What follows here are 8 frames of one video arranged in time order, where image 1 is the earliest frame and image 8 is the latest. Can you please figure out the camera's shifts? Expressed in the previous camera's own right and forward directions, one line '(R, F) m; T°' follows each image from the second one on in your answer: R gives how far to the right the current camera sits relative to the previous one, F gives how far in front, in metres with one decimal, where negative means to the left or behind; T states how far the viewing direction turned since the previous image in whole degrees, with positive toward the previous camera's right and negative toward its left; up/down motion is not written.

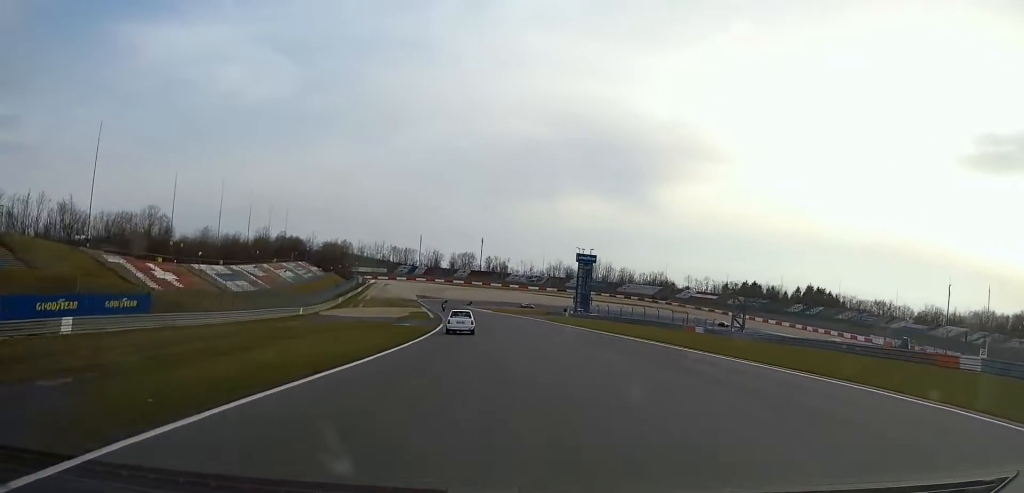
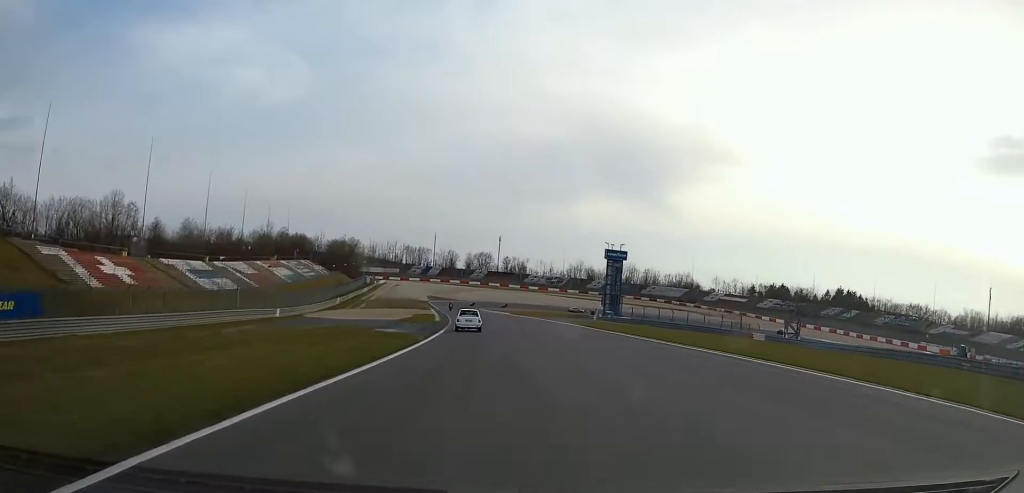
(-0.3, +15.8) m; -1°
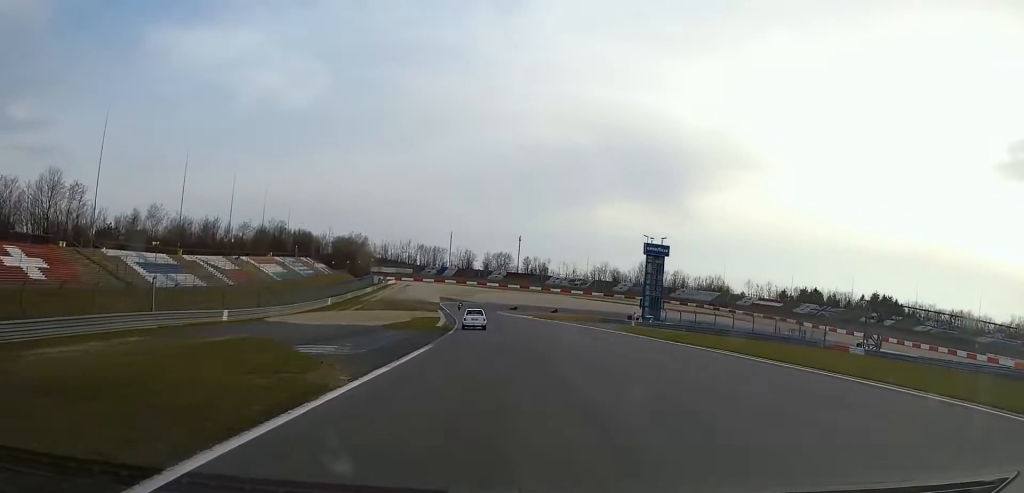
(-0.3, +18.7) m; -2°
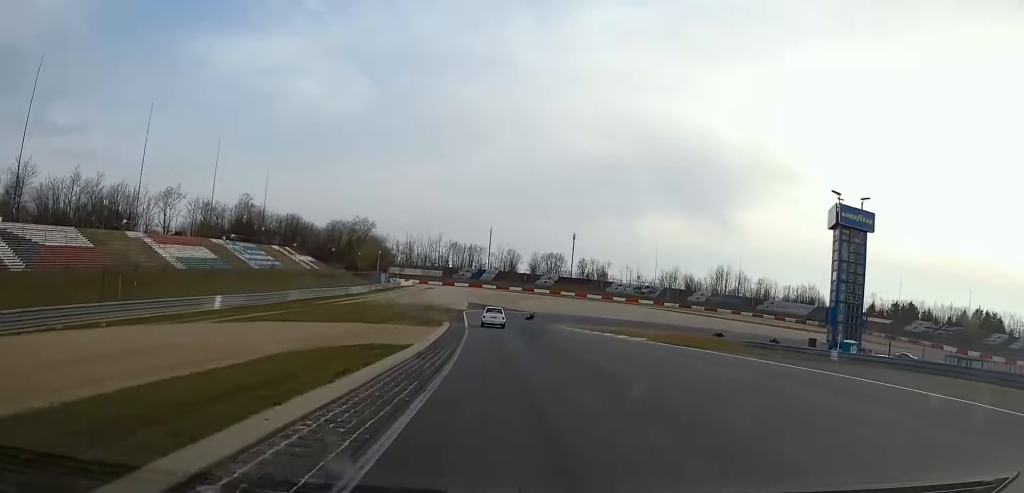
(-2.2, +53.7) m; -4°
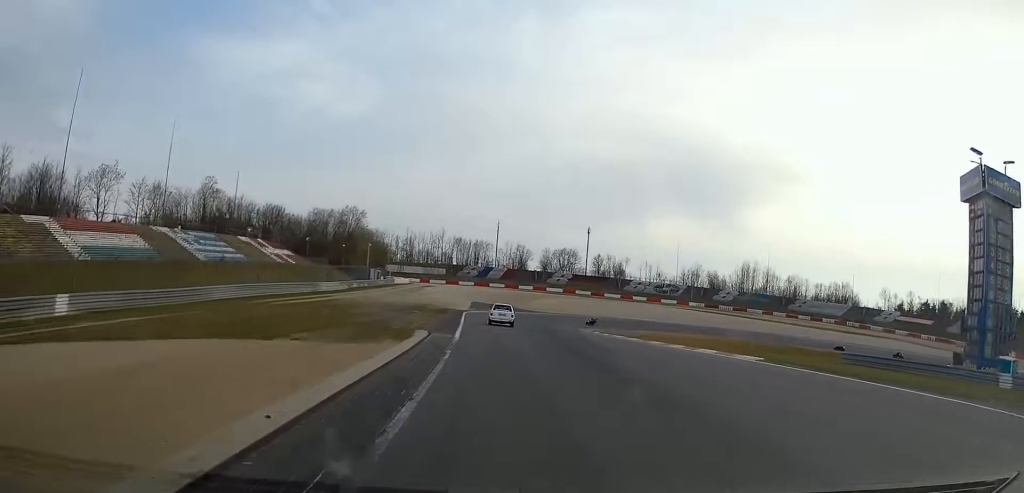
(-0.3, +20.4) m; -1°
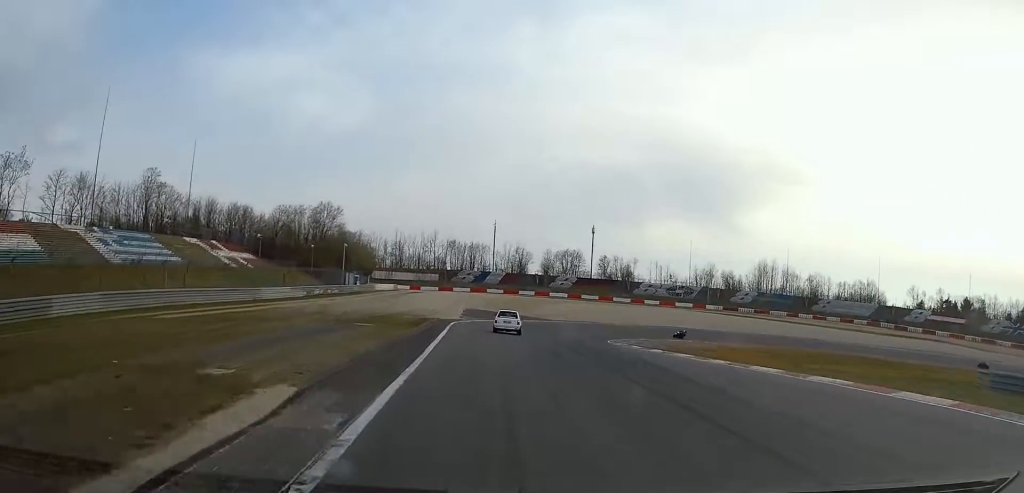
(0.0, +18.8) m; 0°
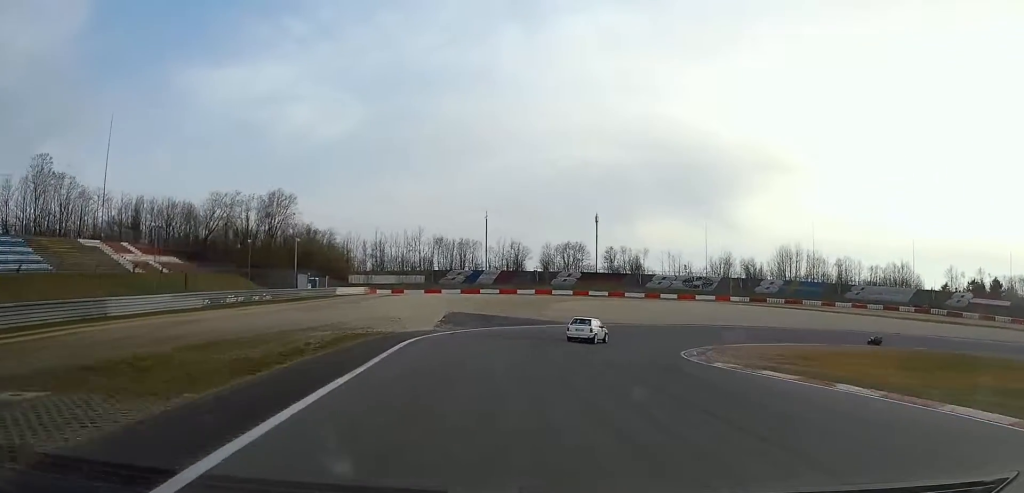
(0.0, +24.5) m; +1°
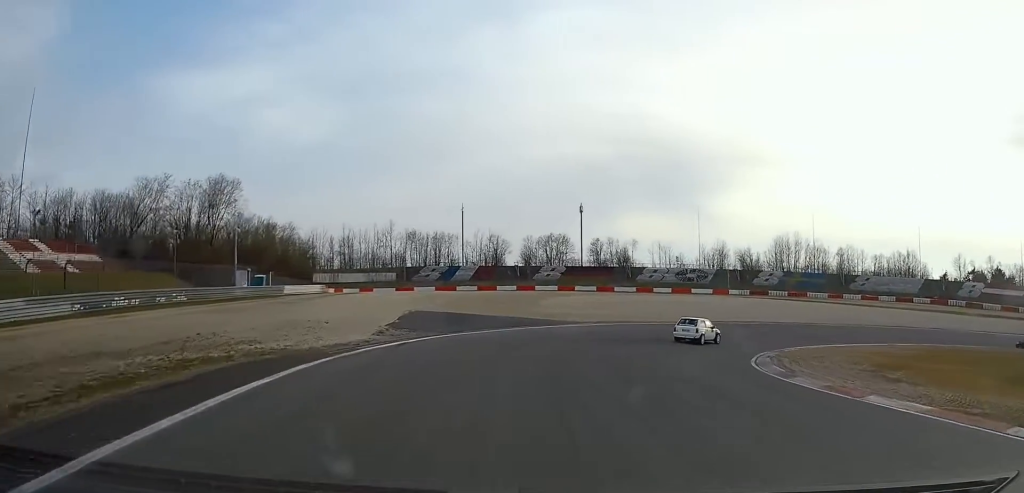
(0.0, +14.4) m; +3°
